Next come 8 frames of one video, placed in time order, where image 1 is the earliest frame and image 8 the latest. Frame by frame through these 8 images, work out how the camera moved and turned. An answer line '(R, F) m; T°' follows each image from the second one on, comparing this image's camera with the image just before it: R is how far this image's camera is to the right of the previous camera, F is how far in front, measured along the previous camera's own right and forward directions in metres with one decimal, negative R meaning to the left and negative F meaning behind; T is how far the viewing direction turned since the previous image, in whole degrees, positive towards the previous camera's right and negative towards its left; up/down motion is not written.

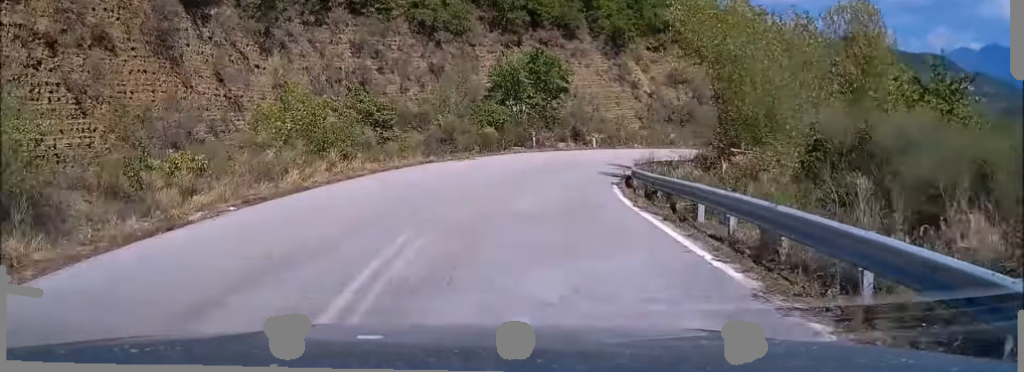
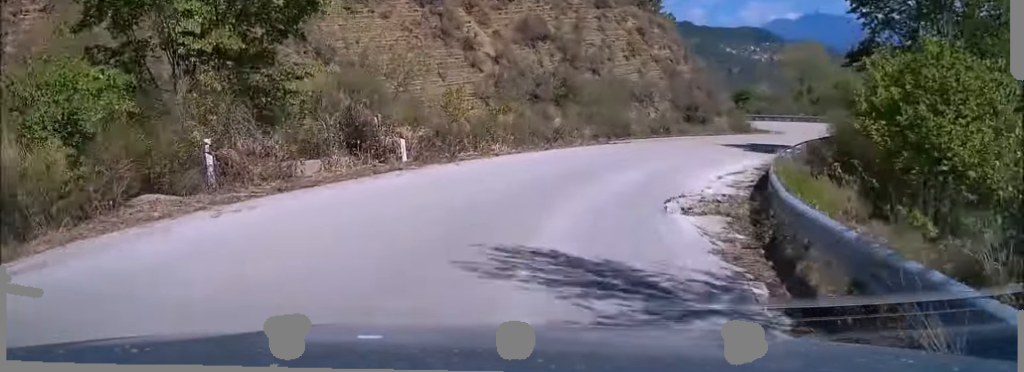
(+3.4, +28.0) m; +23°
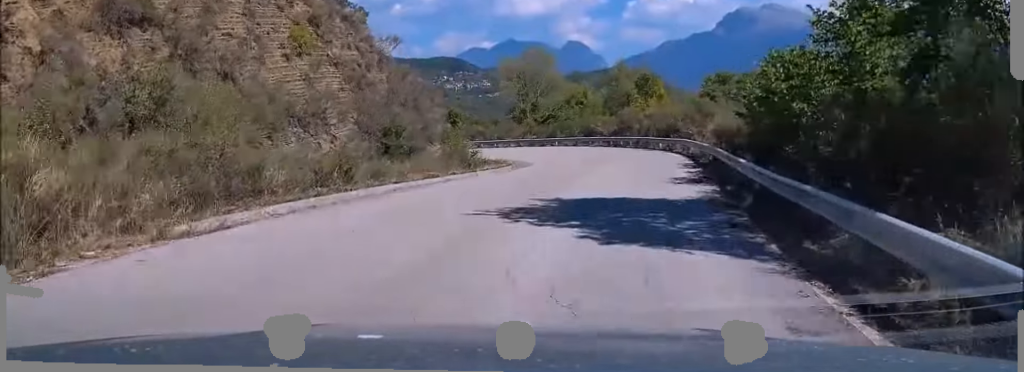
(+5.2, +18.6) m; +22°
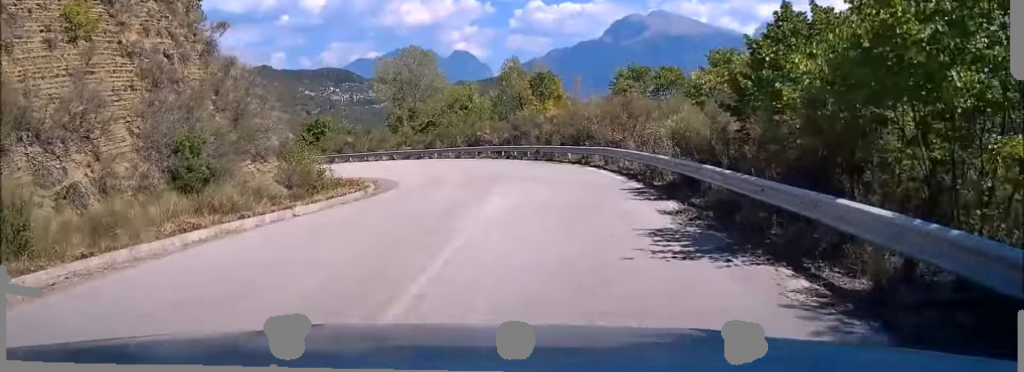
(+0.3, +9.4) m; +7°
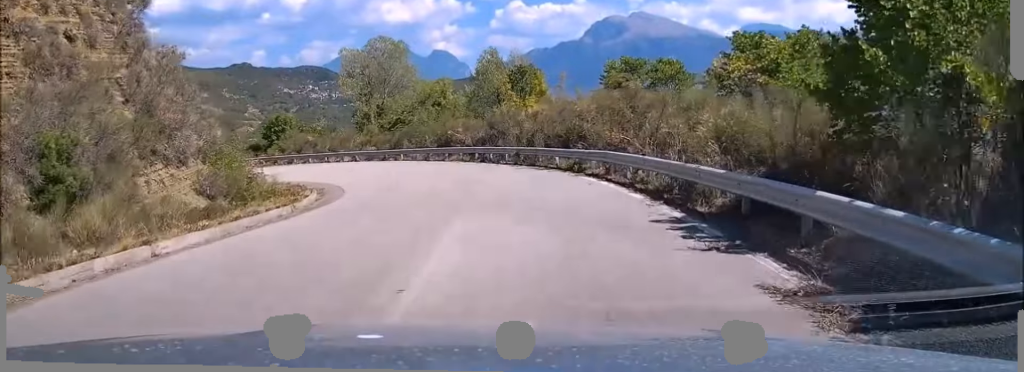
(+0.5, +5.9) m; +1°
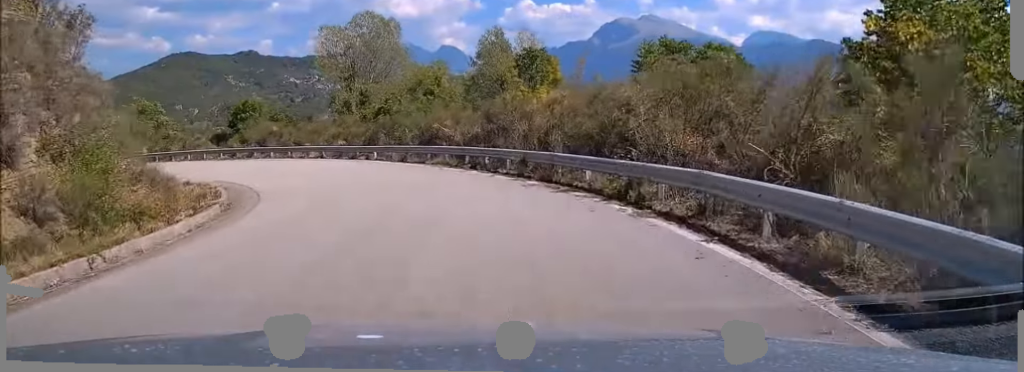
(+0.5, +9.5) m; -1°
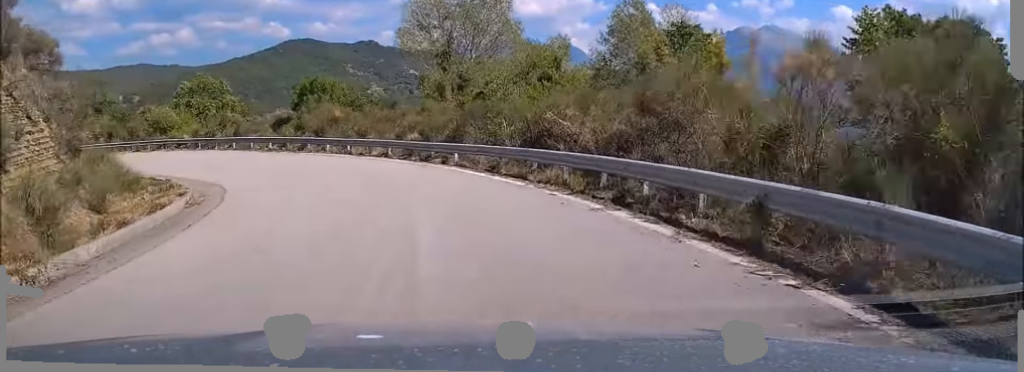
(-0.2, +11.7) m; -11°
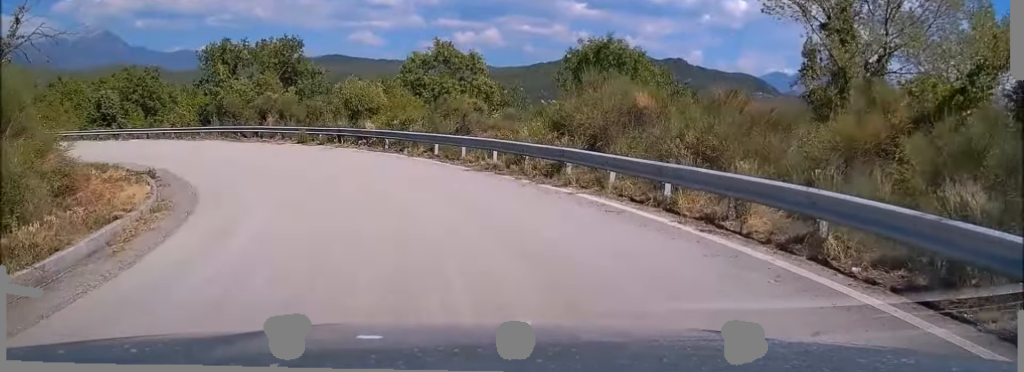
(-5.2, +19.9) m; -28°
